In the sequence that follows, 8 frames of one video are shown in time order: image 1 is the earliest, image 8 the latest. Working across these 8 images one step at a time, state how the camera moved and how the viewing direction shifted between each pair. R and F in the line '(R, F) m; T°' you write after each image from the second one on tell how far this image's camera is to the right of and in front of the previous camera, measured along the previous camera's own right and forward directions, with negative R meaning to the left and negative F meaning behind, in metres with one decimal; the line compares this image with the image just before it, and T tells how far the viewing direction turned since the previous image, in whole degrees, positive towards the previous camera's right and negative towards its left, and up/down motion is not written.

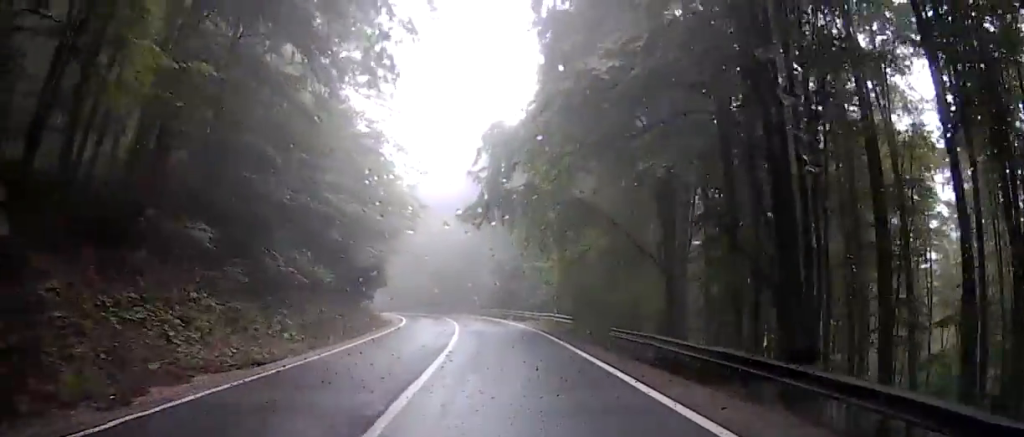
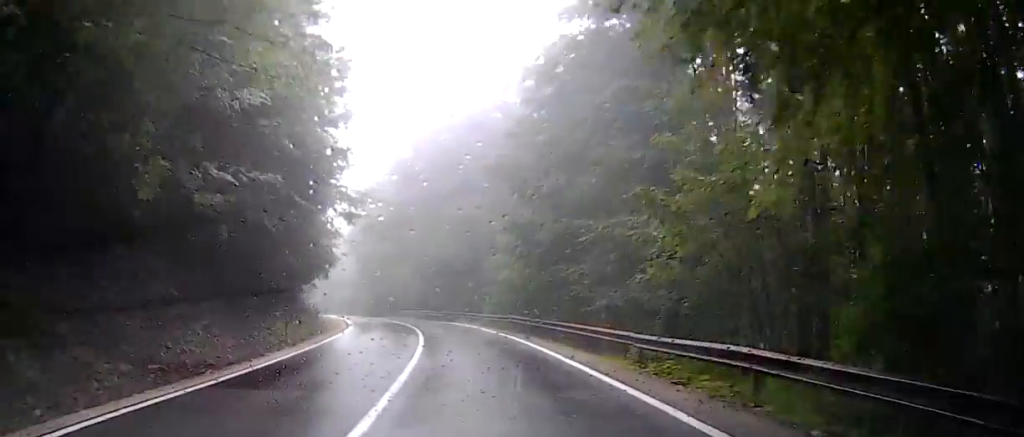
(-0.5, +22.7) m; -4°
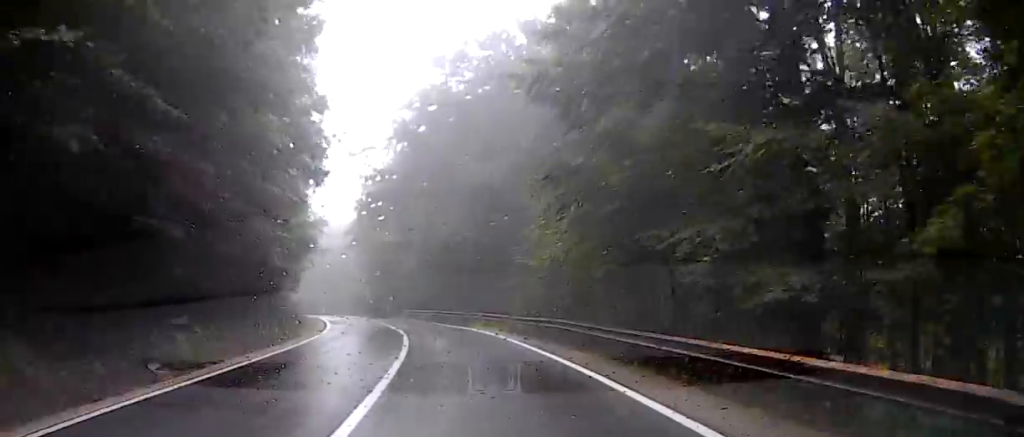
(-0.2, +11.2) m; -1°
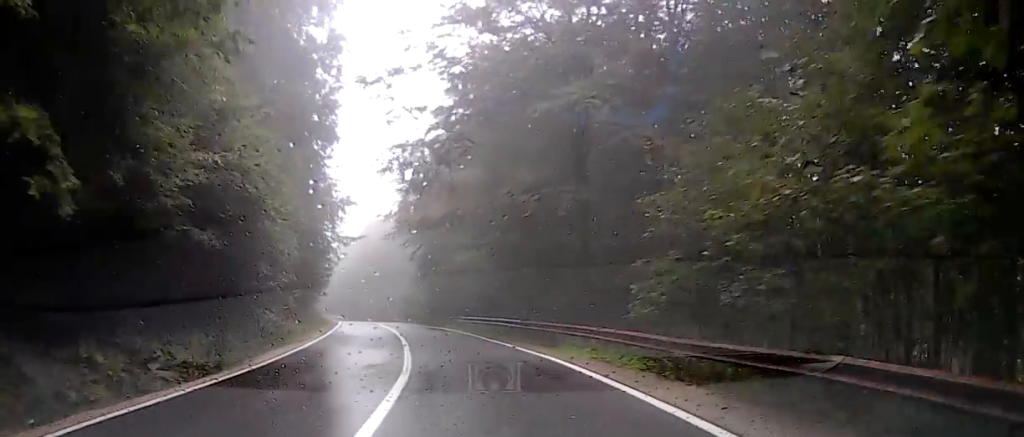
(-0.1, +14.6) m; -10°
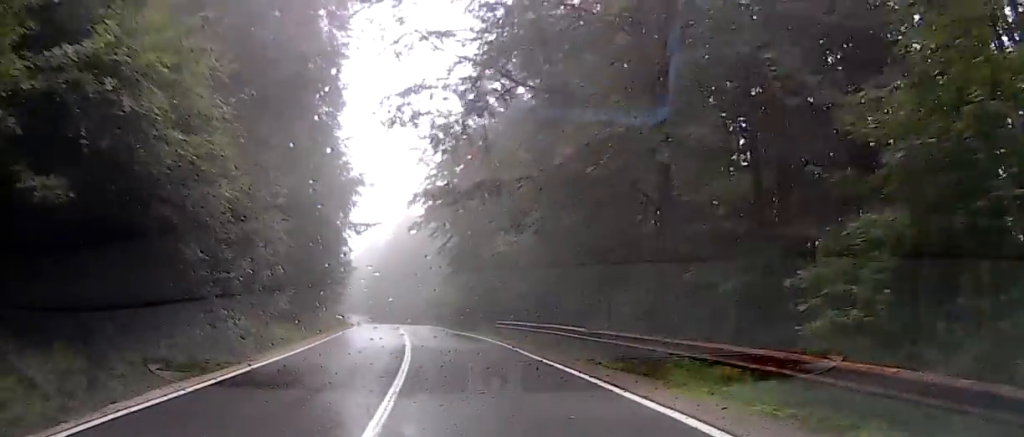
(-1.0, +7.9) m; -5°
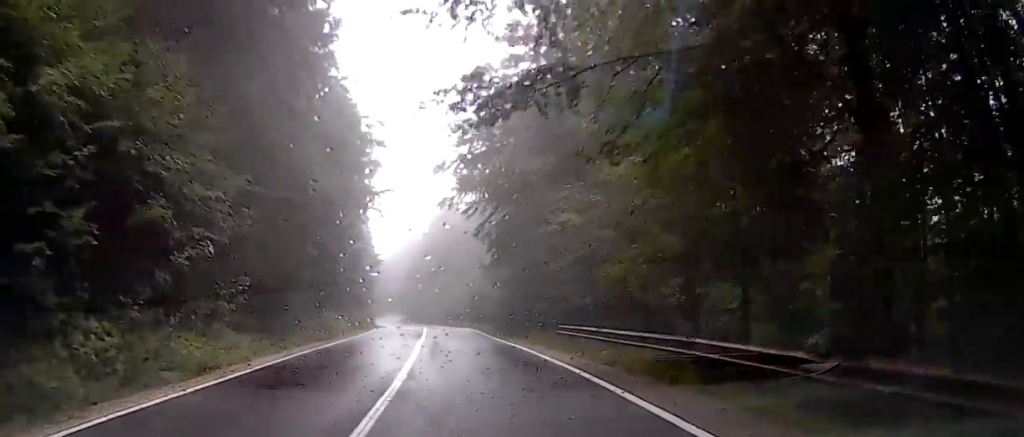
(-0.9, +10.7) m; -3°
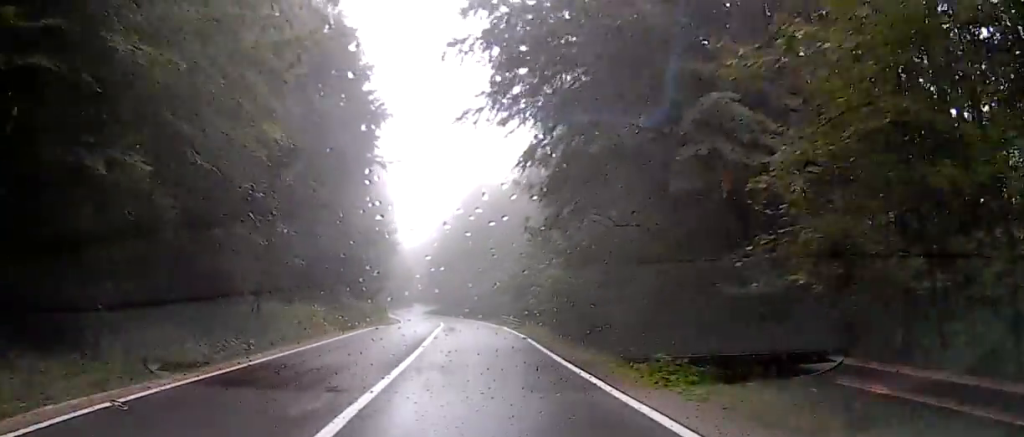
(+0.6, +15.5) m; +1°
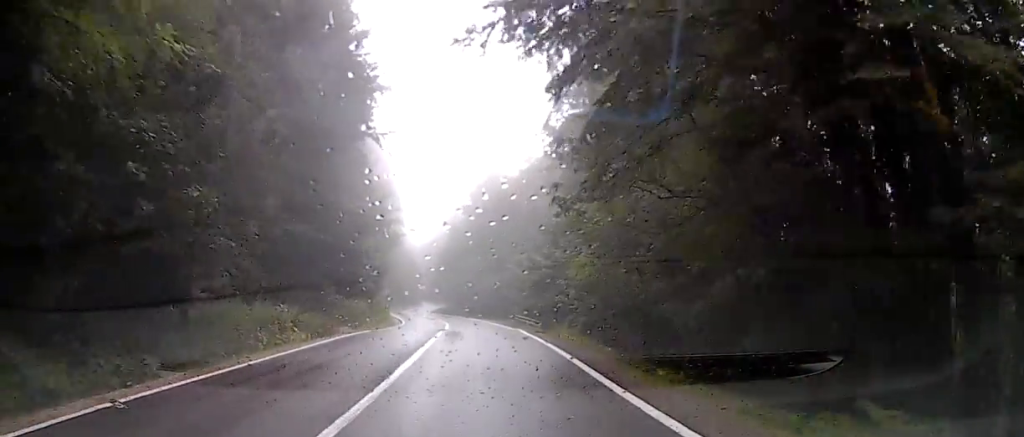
(+0.2, +7.0) m; -2°
